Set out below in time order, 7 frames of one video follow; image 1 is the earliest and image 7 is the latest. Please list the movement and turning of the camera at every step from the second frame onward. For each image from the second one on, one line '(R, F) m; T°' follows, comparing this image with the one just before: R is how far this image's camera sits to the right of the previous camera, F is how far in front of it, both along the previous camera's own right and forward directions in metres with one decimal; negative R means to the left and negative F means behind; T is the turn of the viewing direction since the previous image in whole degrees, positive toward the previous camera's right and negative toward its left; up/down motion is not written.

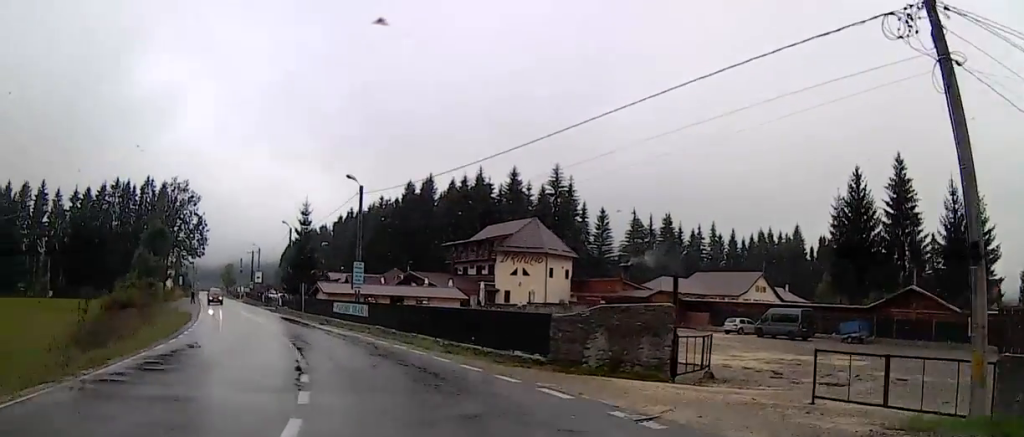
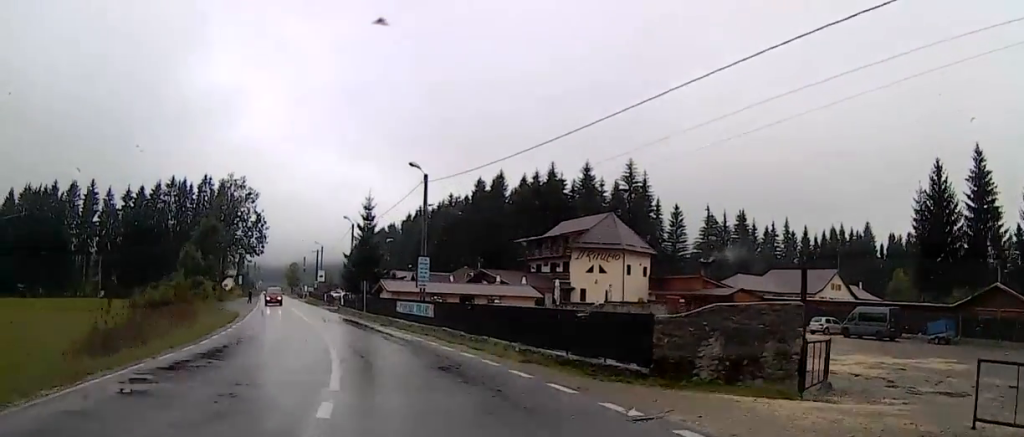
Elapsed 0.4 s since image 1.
(-0.2, +3.2) m; -5°
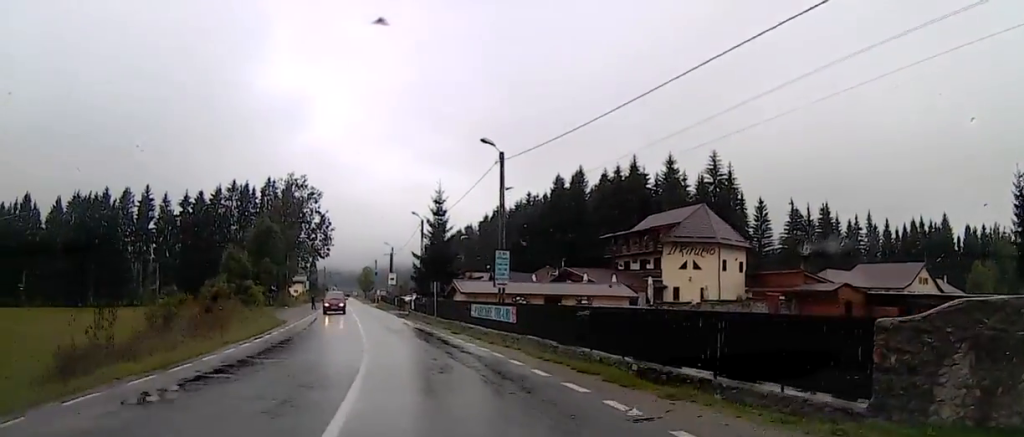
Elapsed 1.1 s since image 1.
(-0.5, +6.2) m; -6°
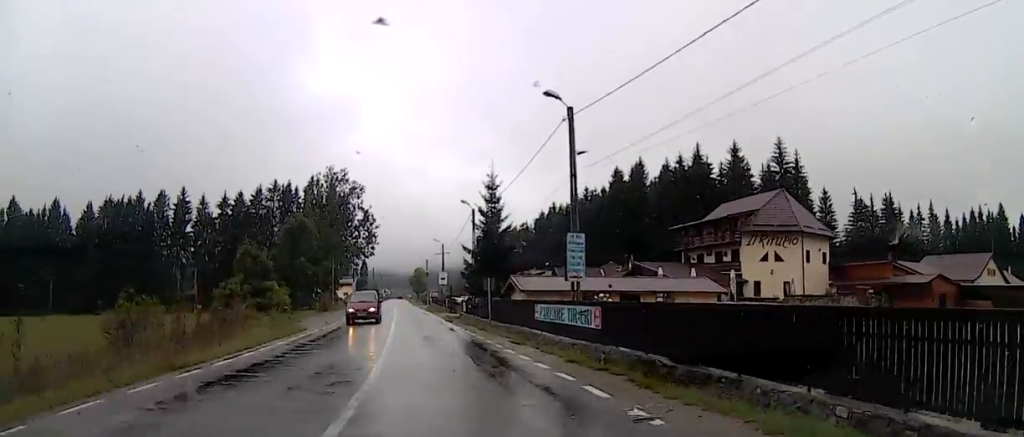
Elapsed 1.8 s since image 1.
(-0.3, +7.6) m; -4°
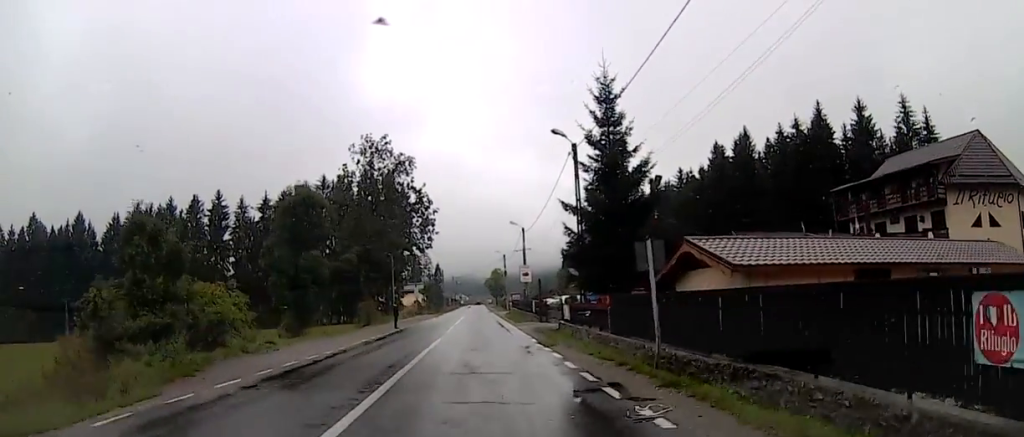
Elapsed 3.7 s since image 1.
(-1.2, +20.6) m; -6°
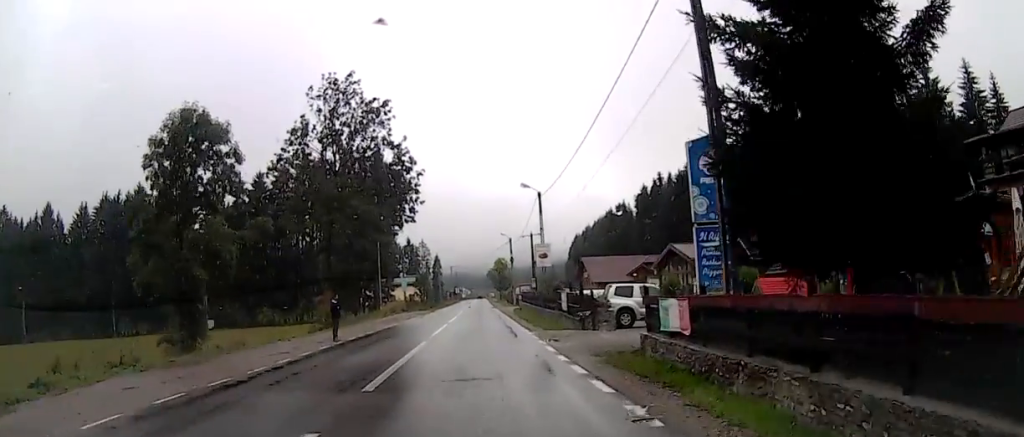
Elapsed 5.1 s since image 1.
(-0.3, +16.2) m; 0°
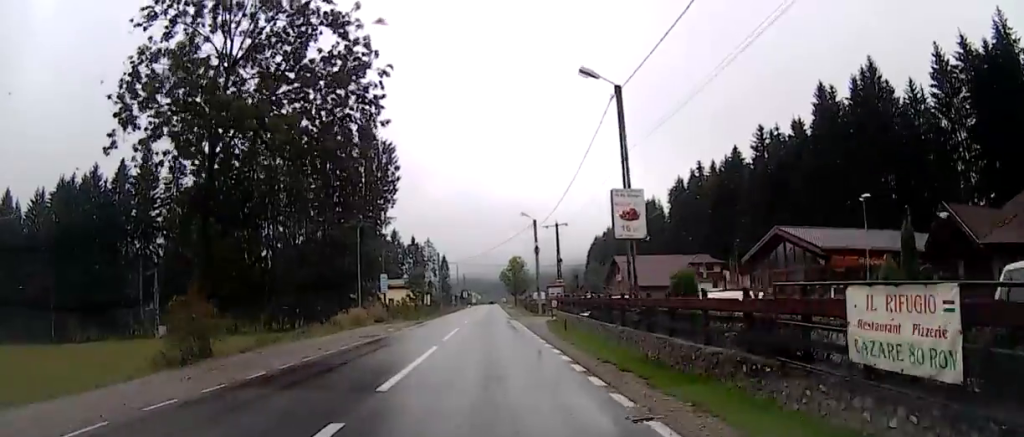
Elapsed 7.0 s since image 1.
(+0.5, +23.0) m; 0°
